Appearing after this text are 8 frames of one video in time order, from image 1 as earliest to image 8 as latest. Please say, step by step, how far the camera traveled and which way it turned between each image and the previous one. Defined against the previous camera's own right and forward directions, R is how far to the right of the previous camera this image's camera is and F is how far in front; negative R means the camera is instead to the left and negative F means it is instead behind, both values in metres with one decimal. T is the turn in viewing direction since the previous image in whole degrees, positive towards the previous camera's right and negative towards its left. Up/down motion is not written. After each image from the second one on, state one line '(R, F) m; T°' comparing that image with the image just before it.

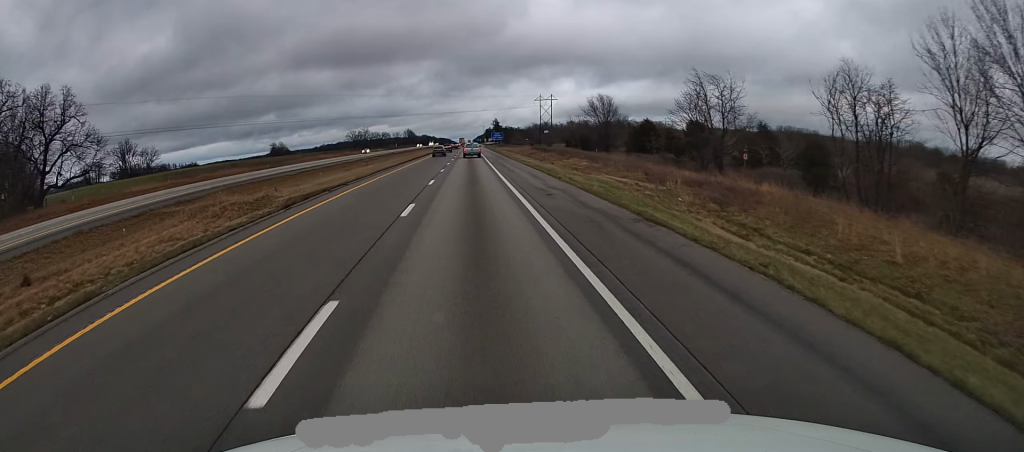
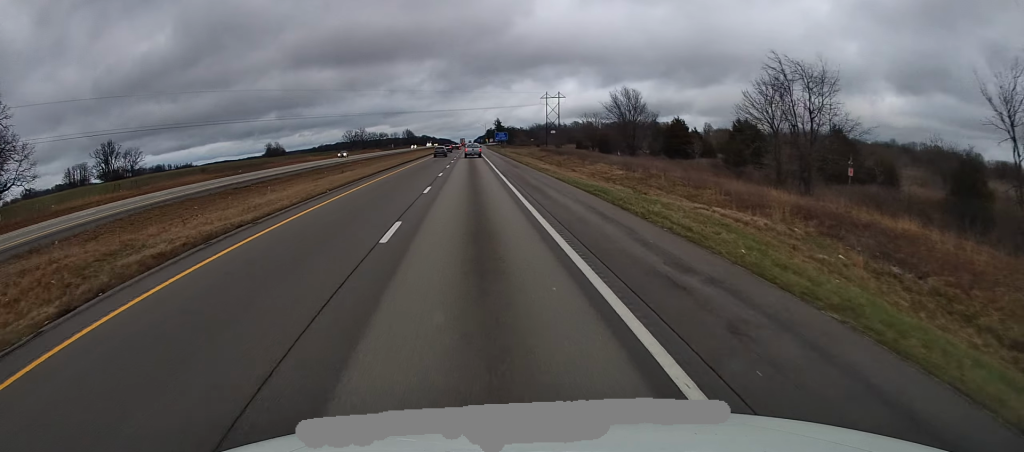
(0.0, +16.3) m; 0°
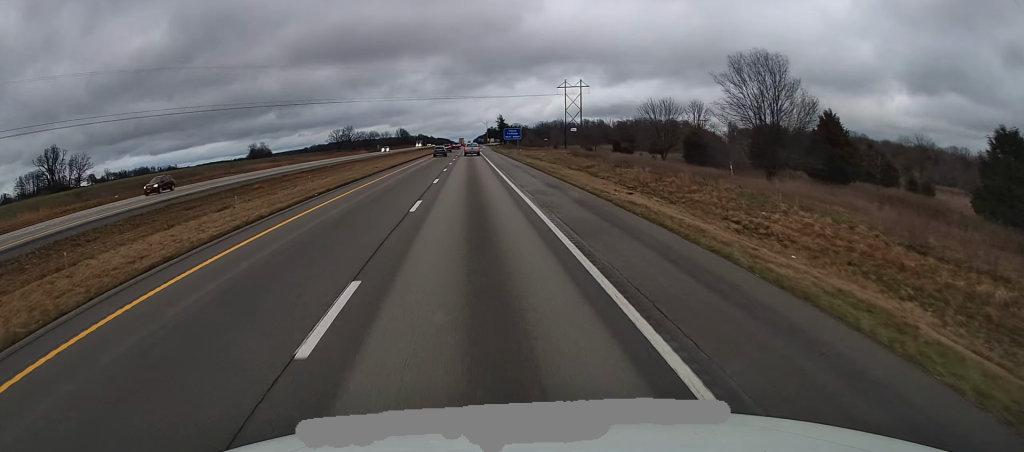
(0.0, +42.8) m; -1°
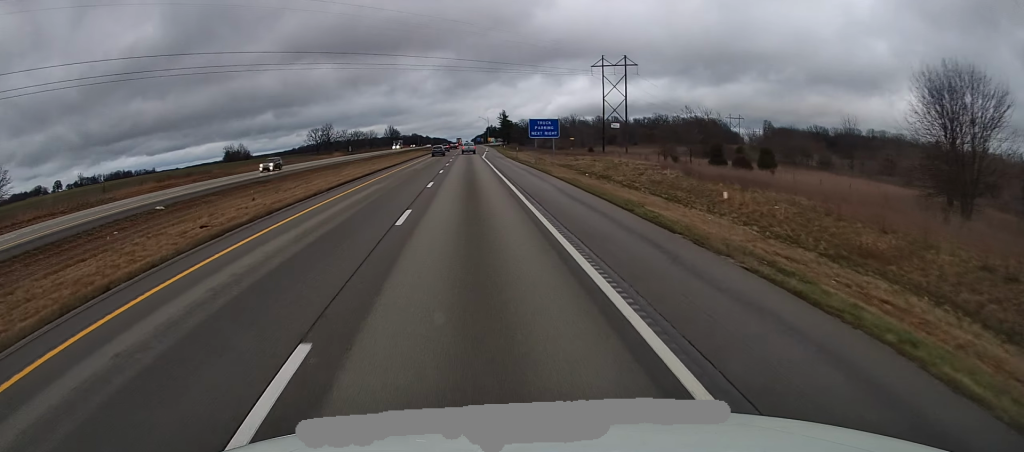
(0.0, +51.1) m; 0°
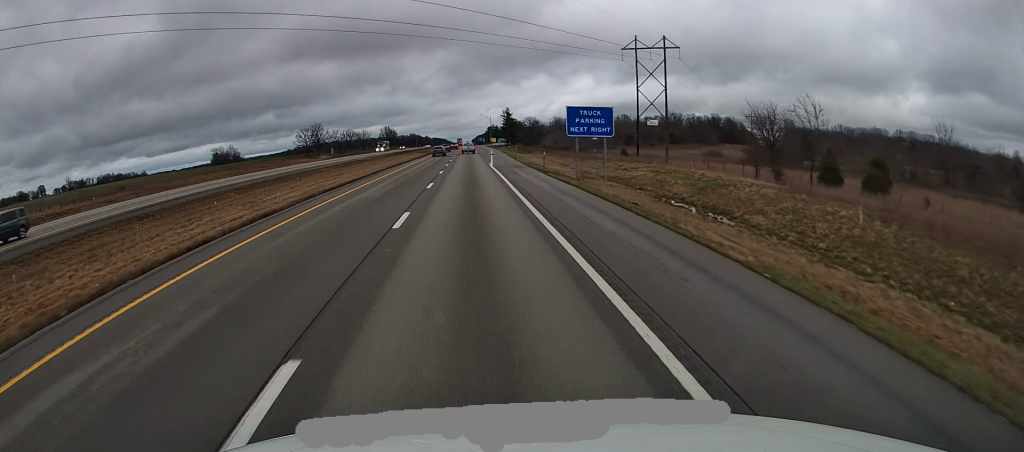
(-0.1, +24.5) m; 0°
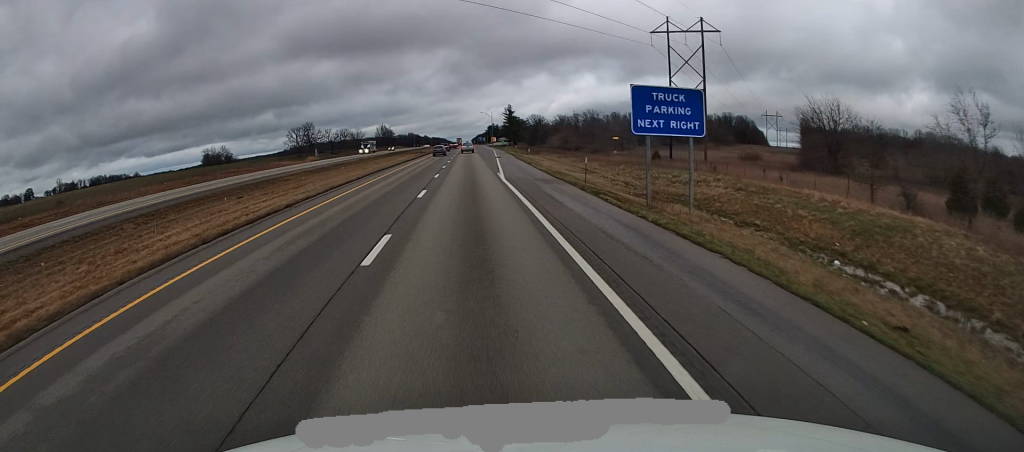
(-0.4, +16.4) m; 0°
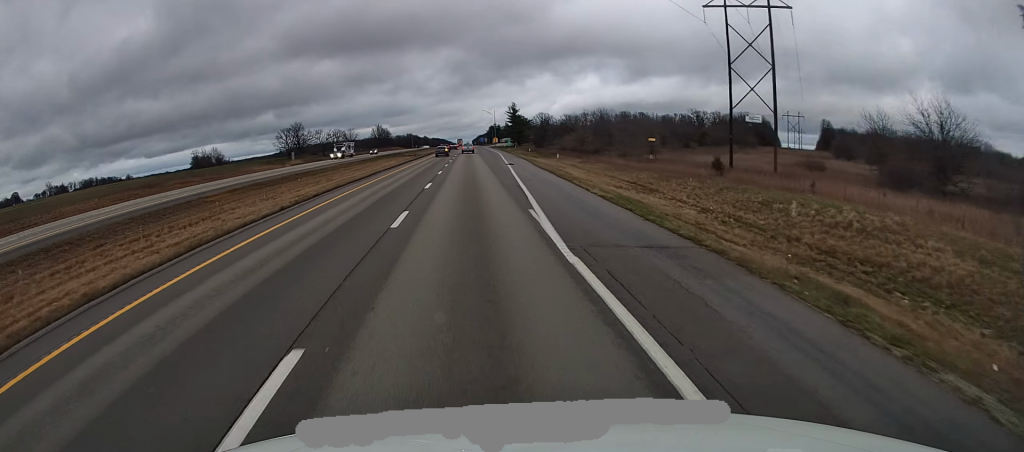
(+0.3, +19.6) m; 0°
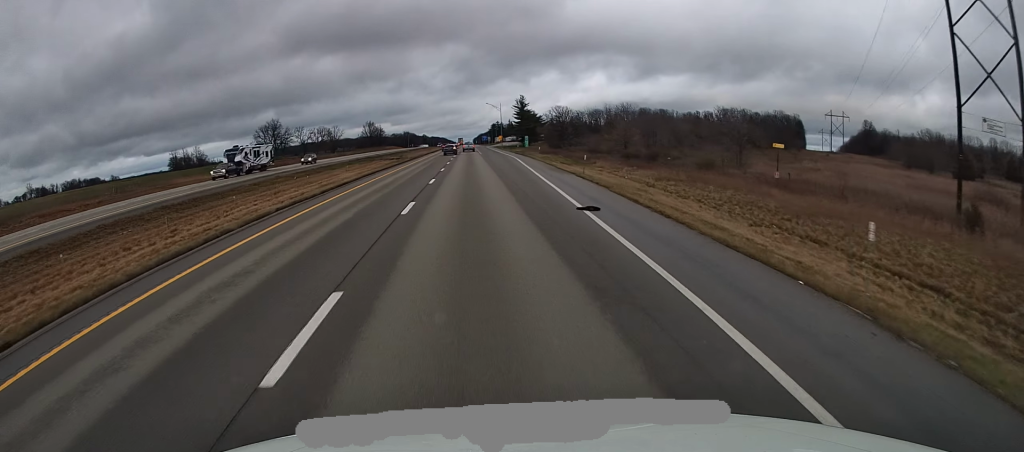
(+0.1, +34.1) m; +1°
